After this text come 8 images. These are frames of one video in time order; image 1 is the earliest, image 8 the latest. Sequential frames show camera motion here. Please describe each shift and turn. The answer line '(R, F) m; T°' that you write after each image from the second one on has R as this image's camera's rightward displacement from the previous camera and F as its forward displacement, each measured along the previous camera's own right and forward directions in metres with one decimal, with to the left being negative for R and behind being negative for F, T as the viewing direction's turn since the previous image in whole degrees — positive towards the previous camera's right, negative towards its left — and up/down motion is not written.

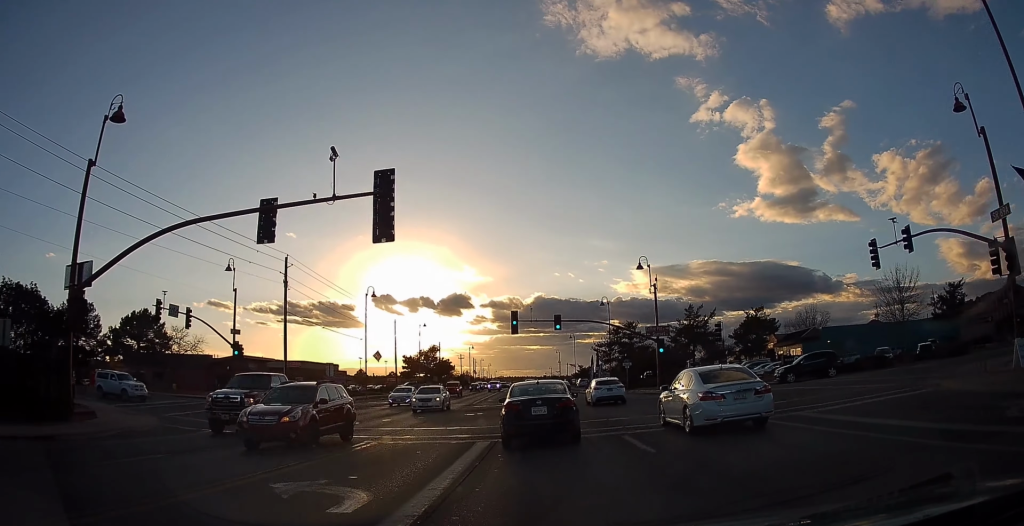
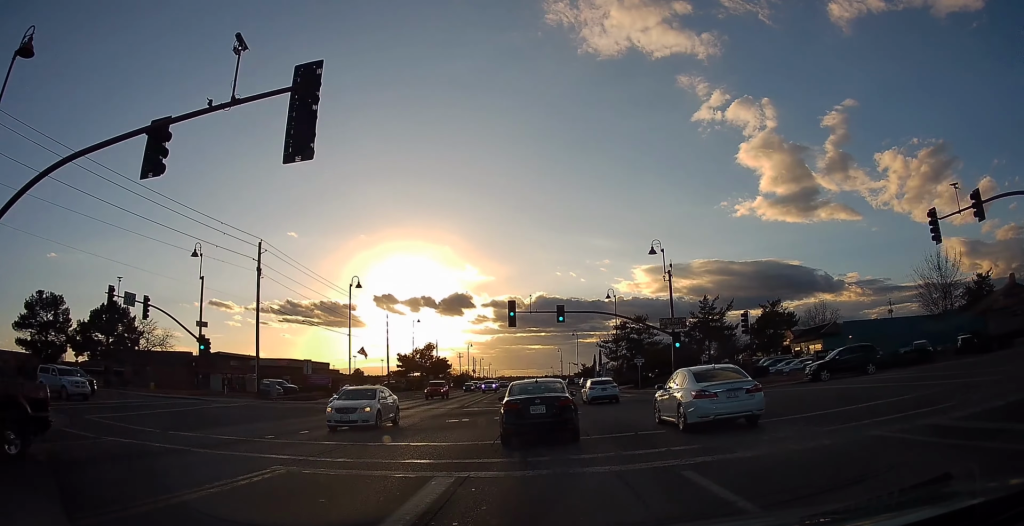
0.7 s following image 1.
(-0.3, +5.6) m; -3°
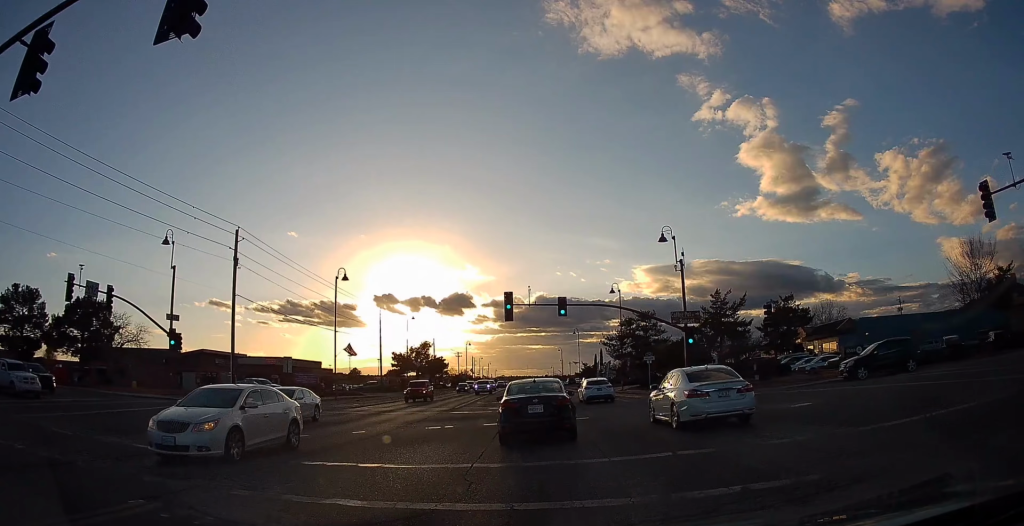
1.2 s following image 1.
(0.0, +4.3) m; 0°
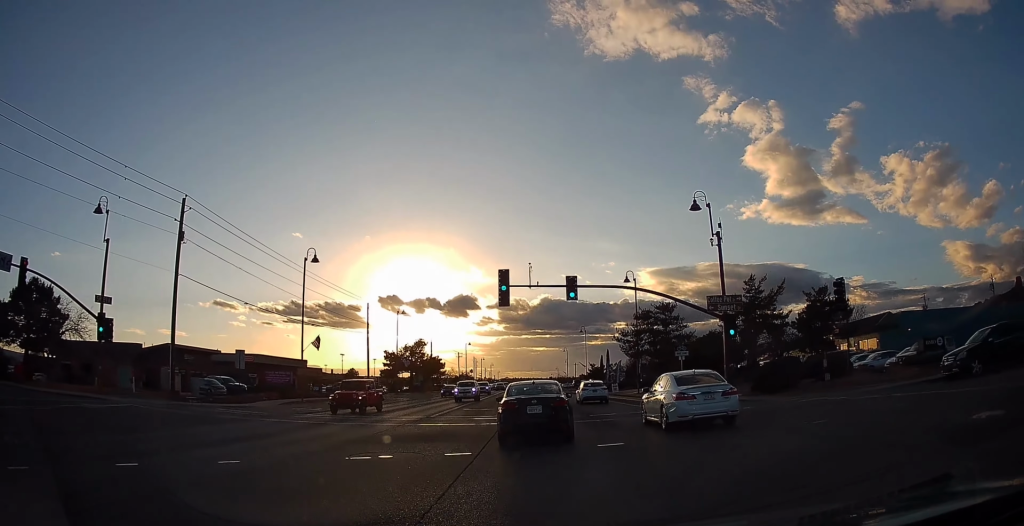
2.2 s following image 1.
(0.0, +8.8) m; 0°
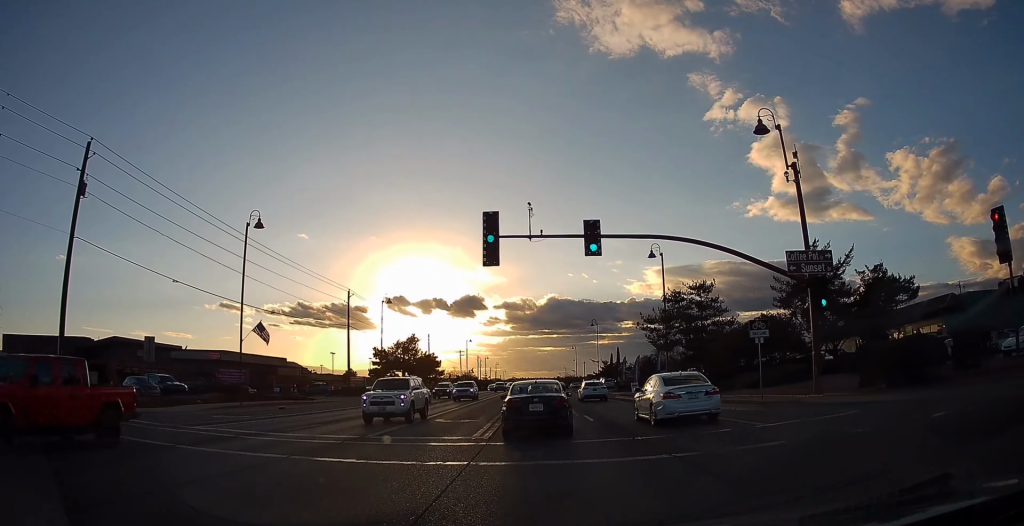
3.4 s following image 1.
(+0.1, +11.4) m; 0°
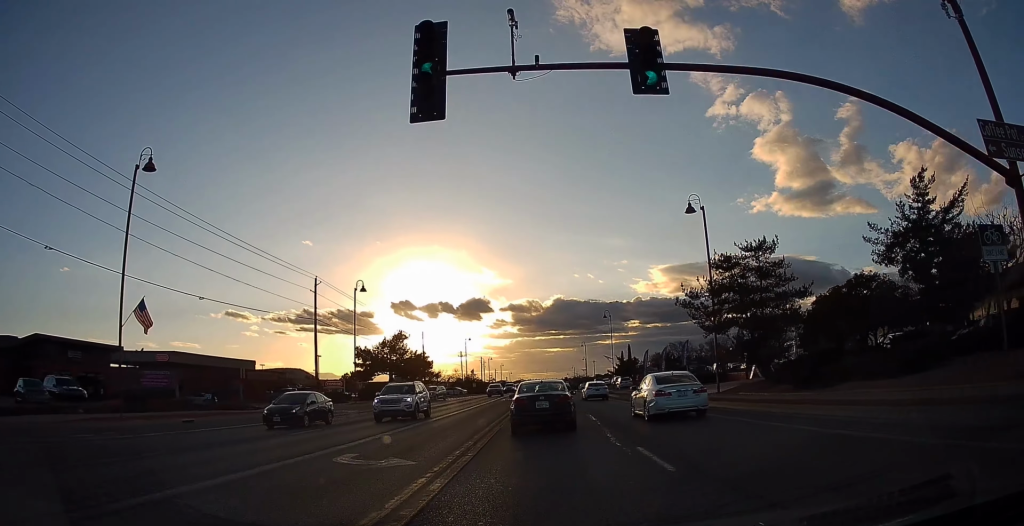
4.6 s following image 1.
(0.0, +12.5) m; -3°
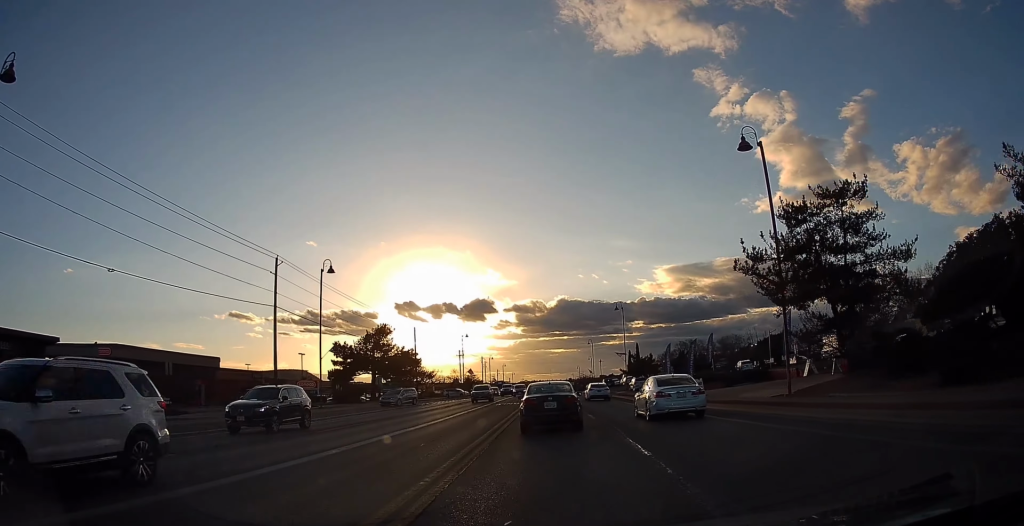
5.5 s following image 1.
(-0.5, +10.6) m; -2°
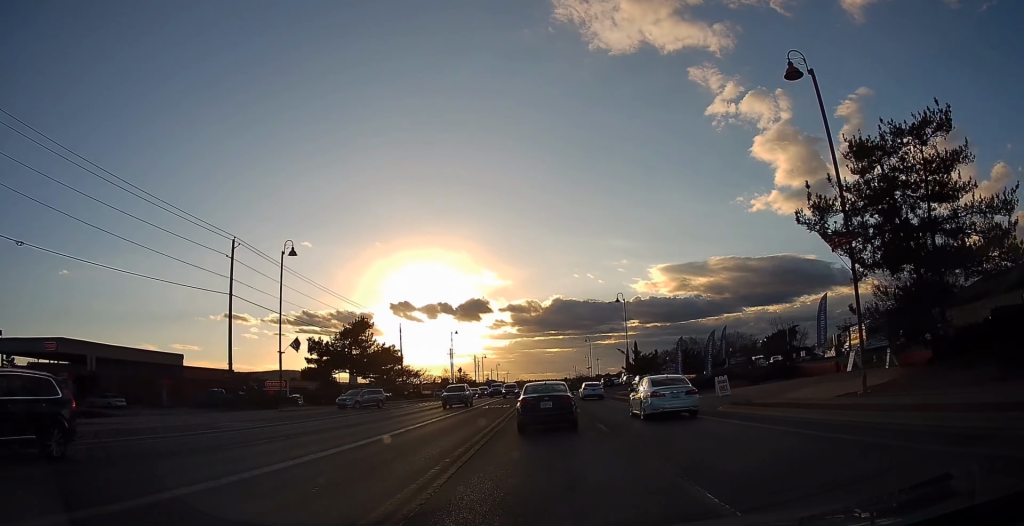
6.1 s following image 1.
(-0.1, +7.1) m; +1°
